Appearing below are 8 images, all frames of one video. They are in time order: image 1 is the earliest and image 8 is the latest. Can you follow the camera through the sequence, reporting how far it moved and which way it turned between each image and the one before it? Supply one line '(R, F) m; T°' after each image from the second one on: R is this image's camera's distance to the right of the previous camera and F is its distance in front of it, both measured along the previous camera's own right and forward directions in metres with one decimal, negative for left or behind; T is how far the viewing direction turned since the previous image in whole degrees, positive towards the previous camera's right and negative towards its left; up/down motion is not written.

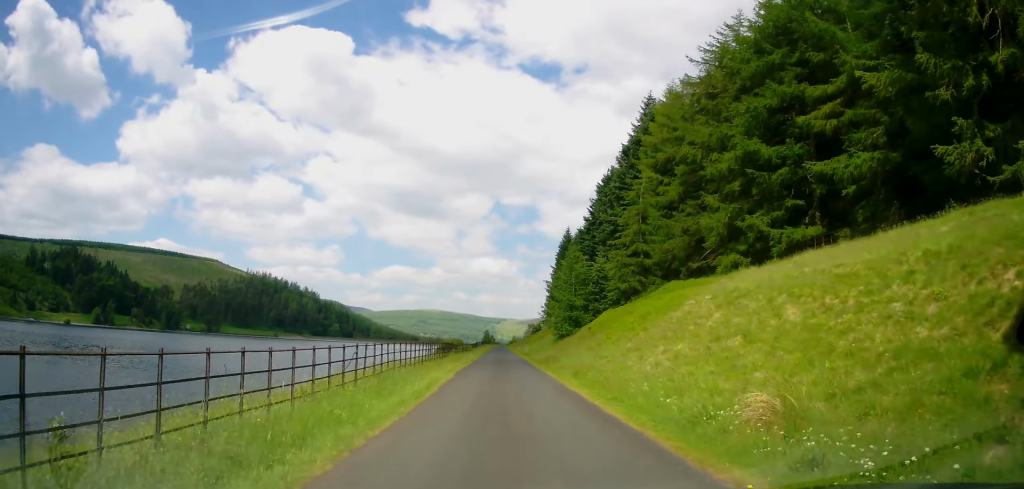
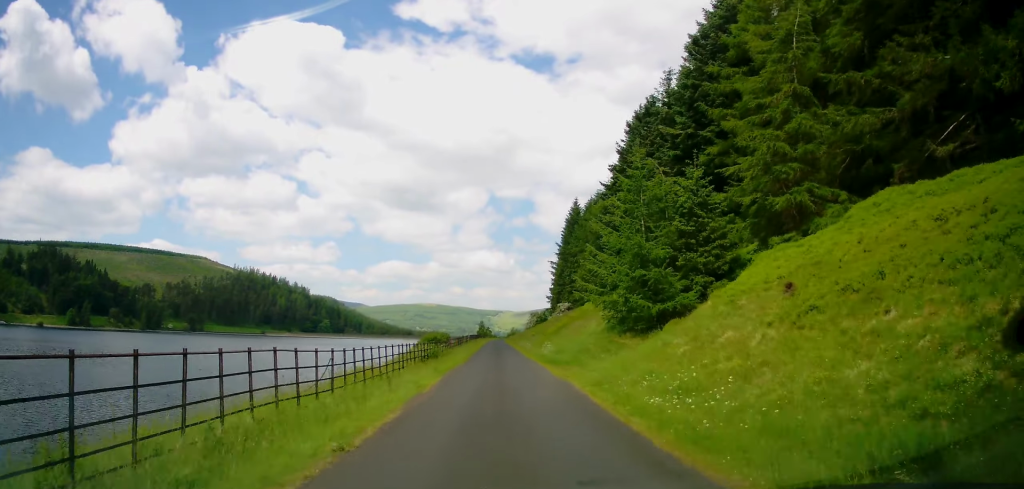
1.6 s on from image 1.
(+0.2, +28.3) m; 0°
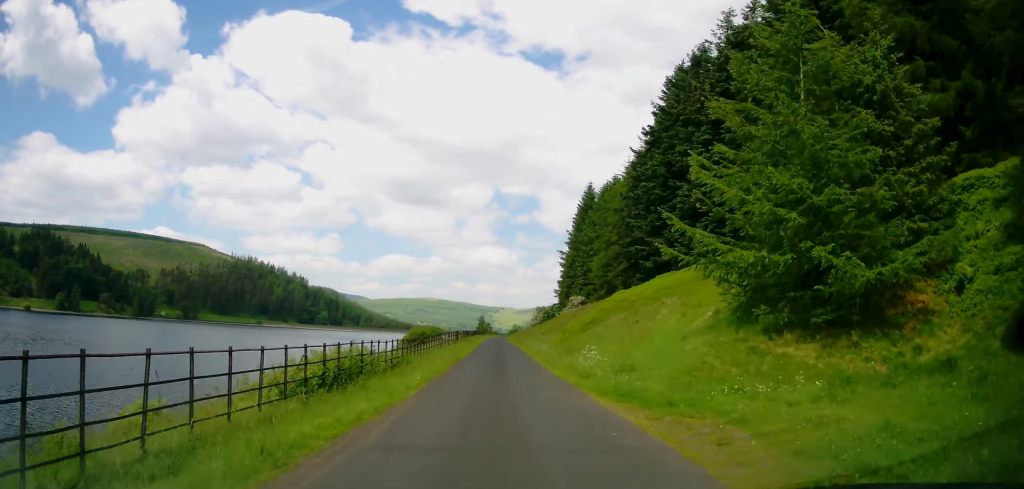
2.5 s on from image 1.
(-0.2, +15.3) m; 0°
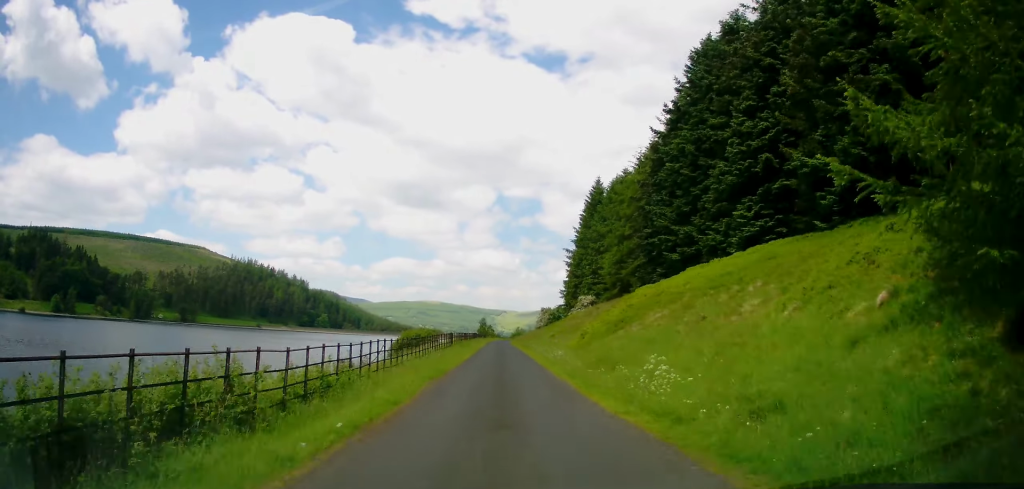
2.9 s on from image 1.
(+0.1, +7.6) m; 0°
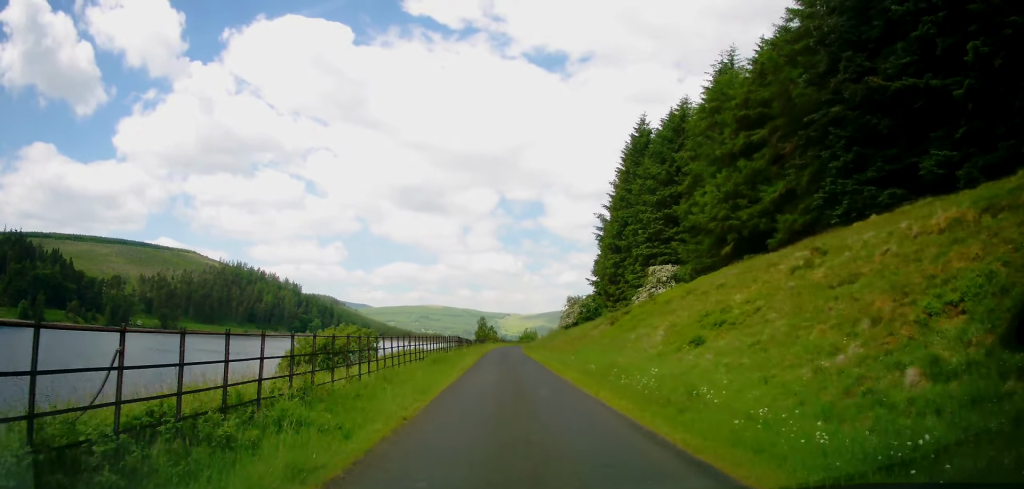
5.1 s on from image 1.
(+0.1, +38.6) m; 0°
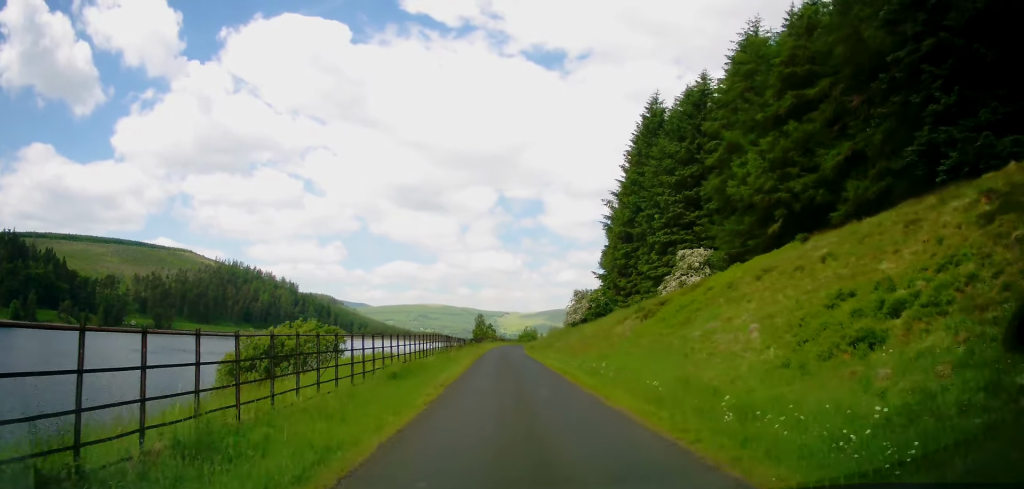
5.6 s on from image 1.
(0.0, +7.8) m; 0°
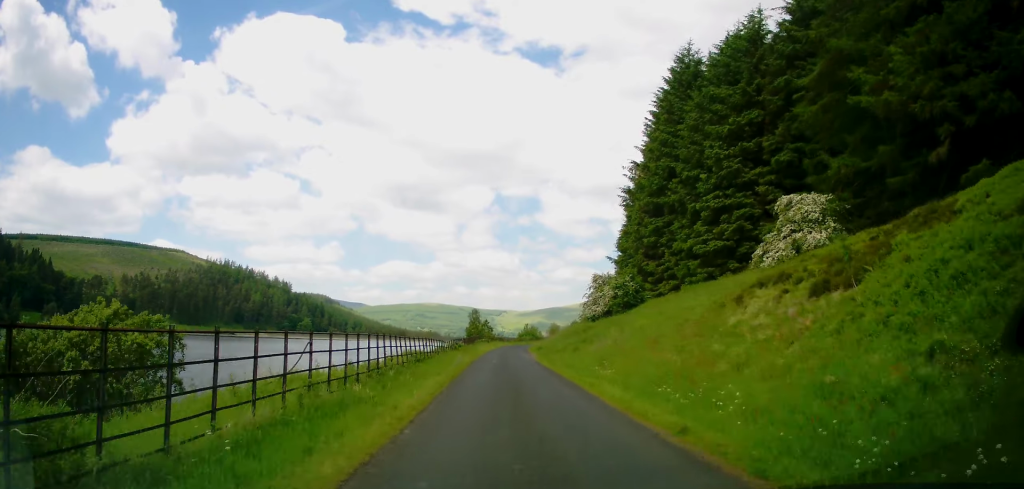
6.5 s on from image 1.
(-0.1, +15.2) m; 0°
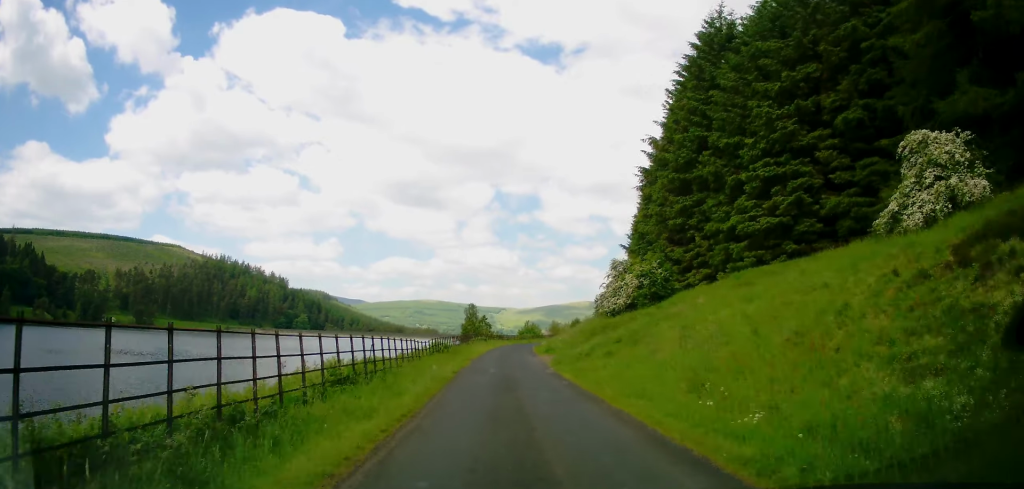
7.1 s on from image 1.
(+0.1, +8.9) m; 0°
